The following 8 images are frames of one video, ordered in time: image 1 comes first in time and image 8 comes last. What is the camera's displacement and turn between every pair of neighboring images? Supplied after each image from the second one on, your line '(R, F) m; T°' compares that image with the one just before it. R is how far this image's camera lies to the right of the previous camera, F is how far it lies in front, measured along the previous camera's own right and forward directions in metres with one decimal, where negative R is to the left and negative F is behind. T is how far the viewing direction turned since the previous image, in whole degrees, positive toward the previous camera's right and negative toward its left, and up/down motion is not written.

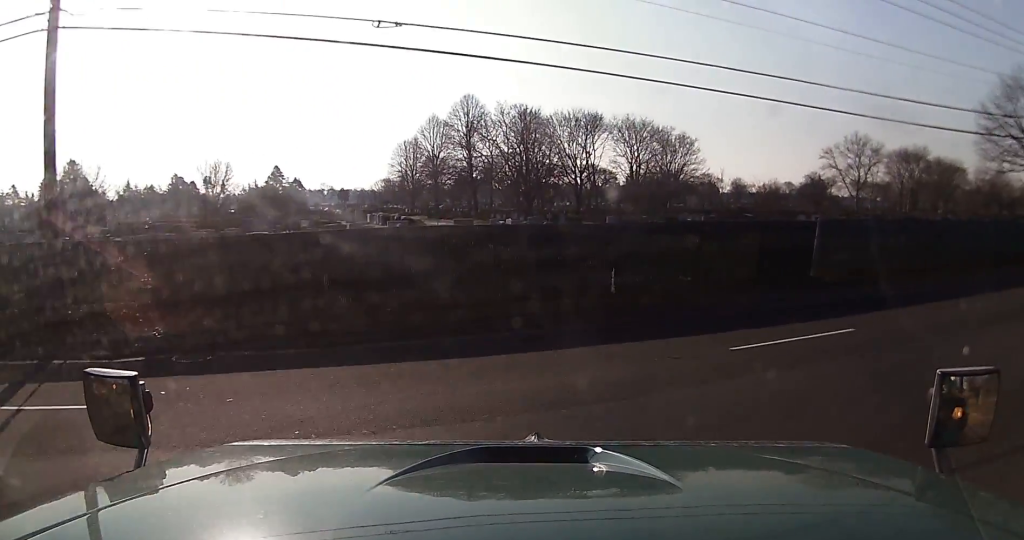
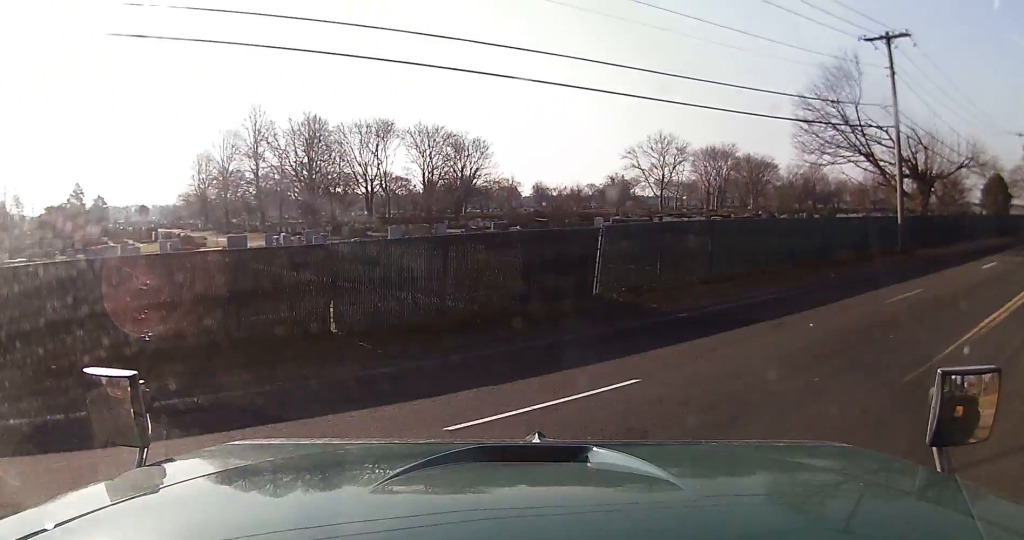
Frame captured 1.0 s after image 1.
(+0.4, +2.6) m; +24°
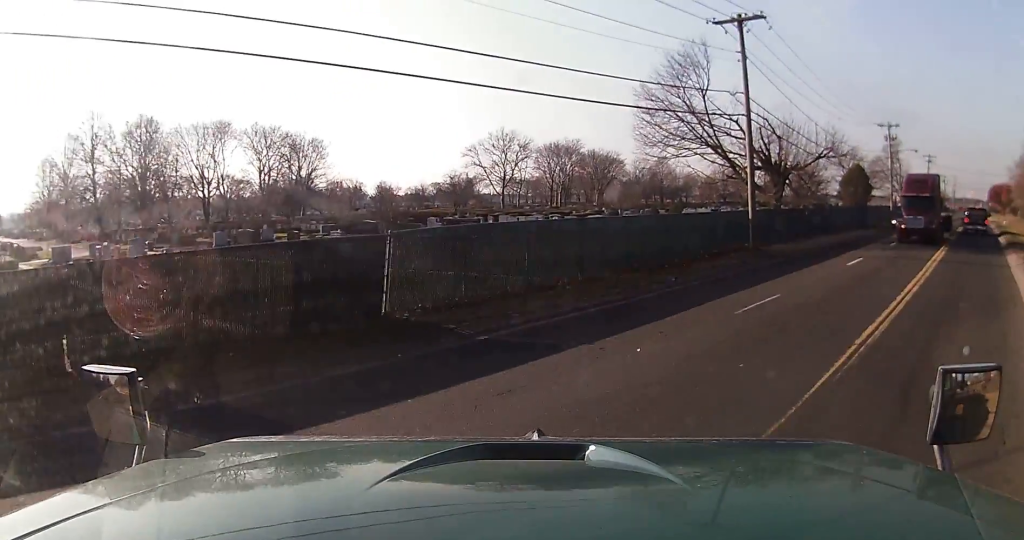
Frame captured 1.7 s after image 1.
(+0.3, +2.1) m; +17°
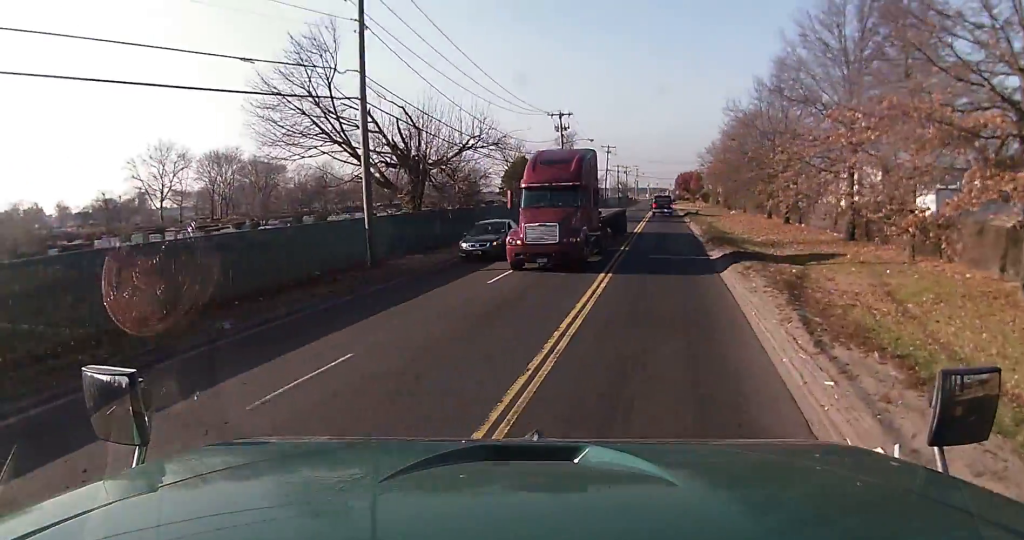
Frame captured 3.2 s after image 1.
(+1.2, +5.4) m; +25°
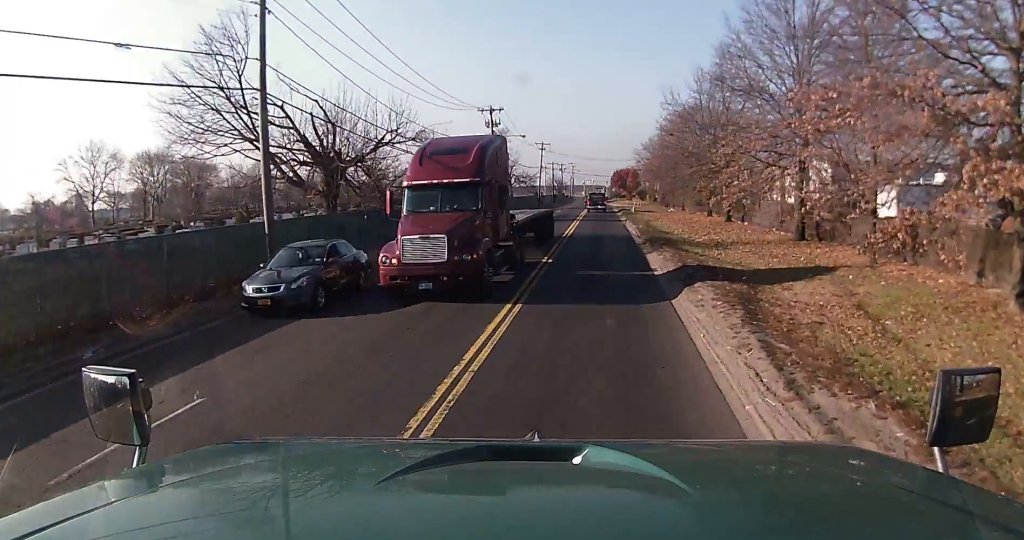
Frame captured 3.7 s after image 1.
(+0.2, +2.0) m; +6°
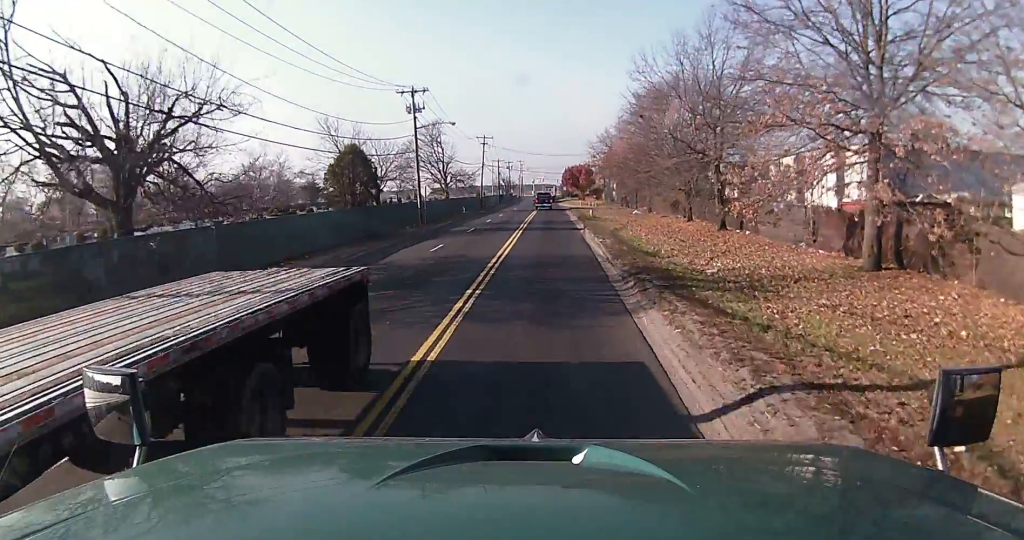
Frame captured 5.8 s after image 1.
(+1.0, +10.2) m; +3°
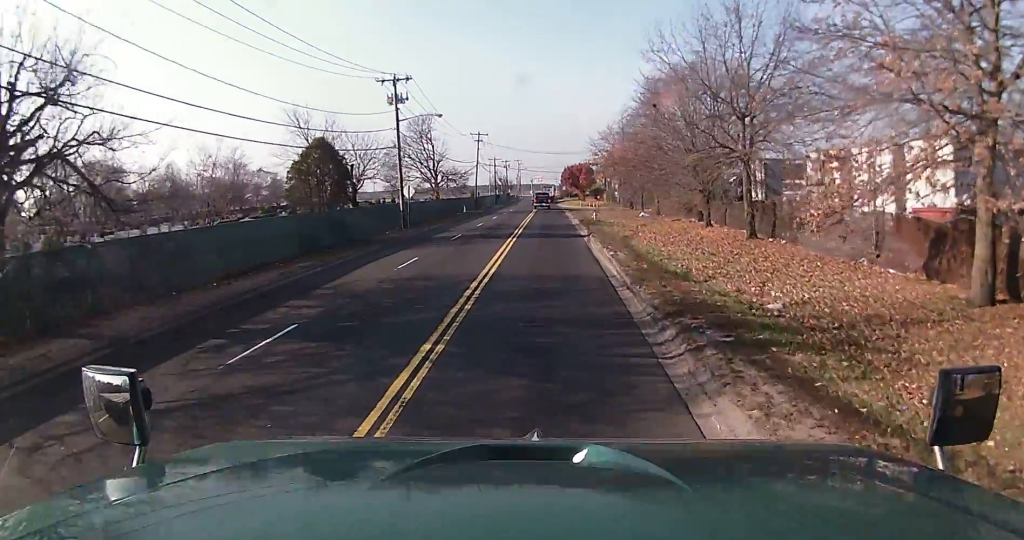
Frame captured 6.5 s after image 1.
(-0.1, +4.4) m; -1°
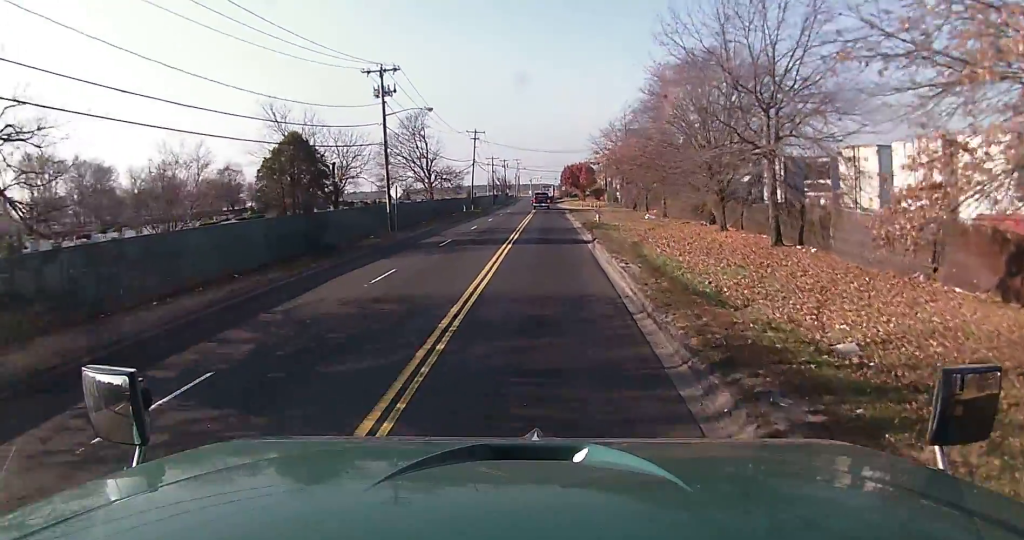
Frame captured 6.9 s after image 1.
(+0.1, +3.0) m; -1°
